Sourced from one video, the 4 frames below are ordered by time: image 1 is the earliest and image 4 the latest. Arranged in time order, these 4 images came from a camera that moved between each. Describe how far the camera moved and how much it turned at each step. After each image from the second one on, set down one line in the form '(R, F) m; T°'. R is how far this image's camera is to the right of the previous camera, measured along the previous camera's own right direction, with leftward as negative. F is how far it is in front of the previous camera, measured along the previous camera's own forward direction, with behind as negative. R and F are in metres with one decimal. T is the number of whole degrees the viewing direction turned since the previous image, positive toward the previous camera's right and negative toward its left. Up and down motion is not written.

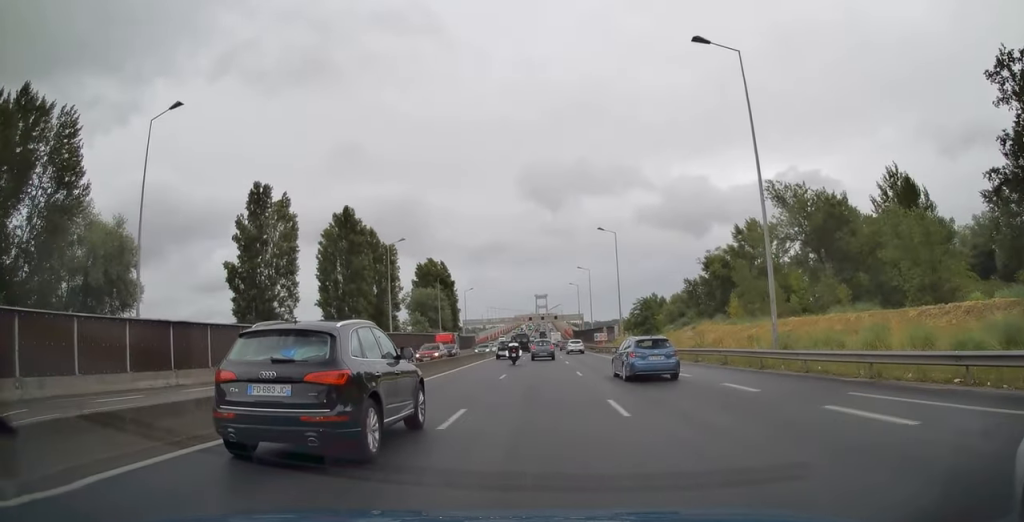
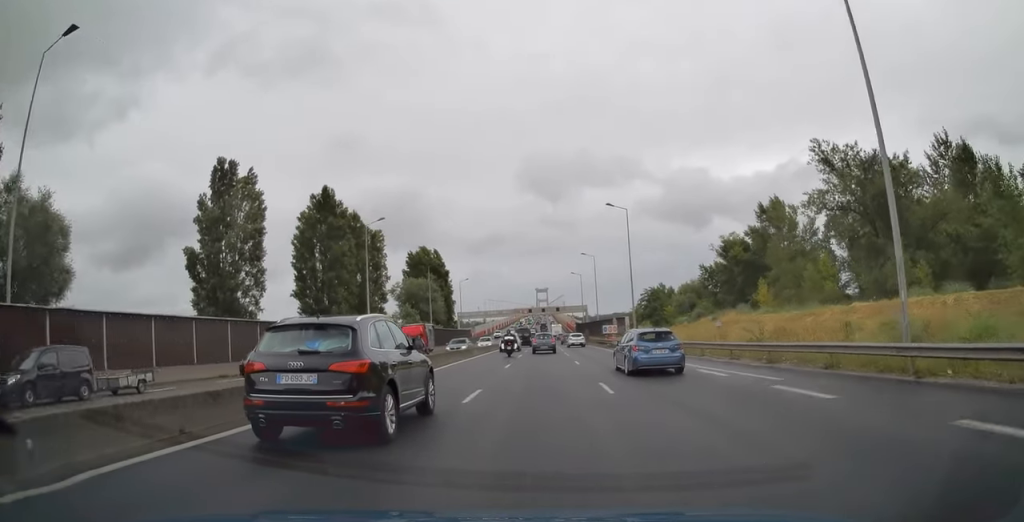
(0.0, +10.4) m; 0°
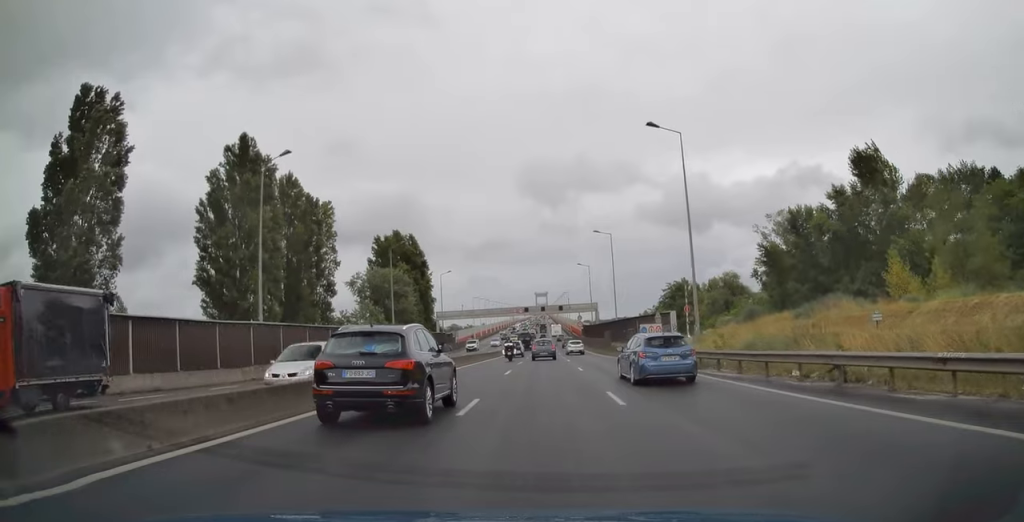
(0.0, +27.3) m; 0°
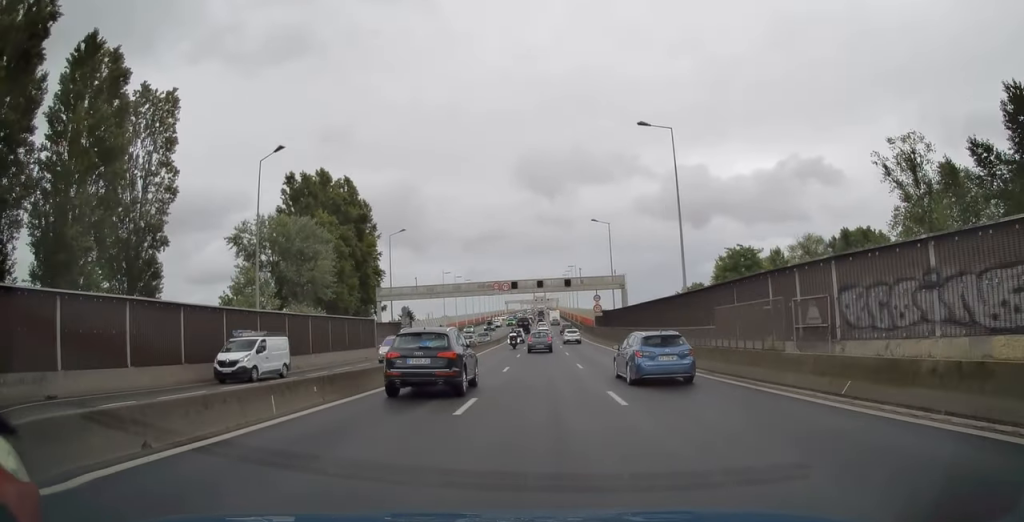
(0.0, +39.5) m; 0°
